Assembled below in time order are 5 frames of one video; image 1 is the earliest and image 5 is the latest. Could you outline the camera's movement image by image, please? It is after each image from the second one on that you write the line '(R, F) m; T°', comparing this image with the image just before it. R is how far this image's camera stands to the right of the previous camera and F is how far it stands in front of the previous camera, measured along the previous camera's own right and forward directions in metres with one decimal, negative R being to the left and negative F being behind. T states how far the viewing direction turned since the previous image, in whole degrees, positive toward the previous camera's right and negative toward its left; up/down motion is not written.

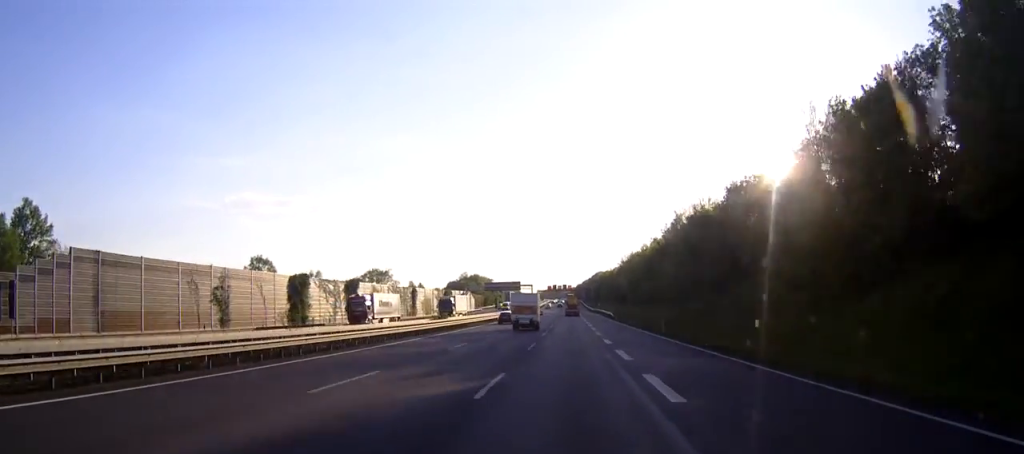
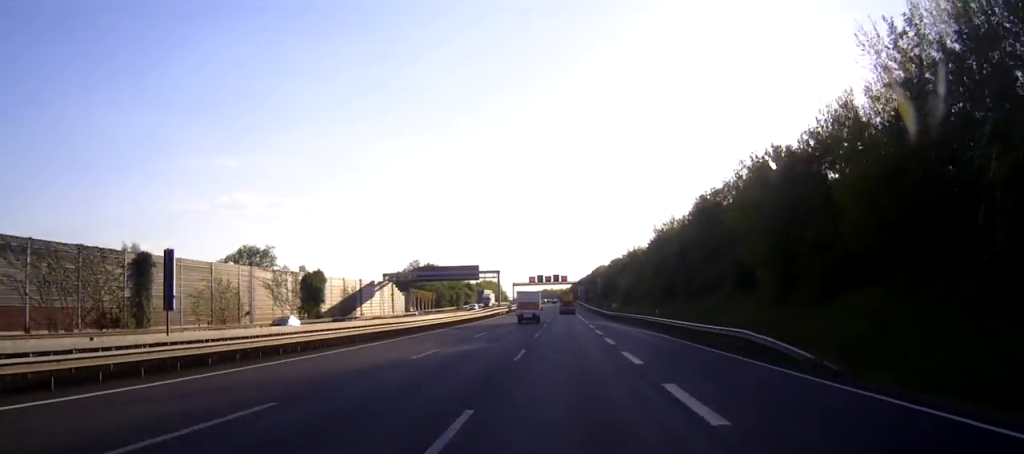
(0.0, +98.2) m; 0°
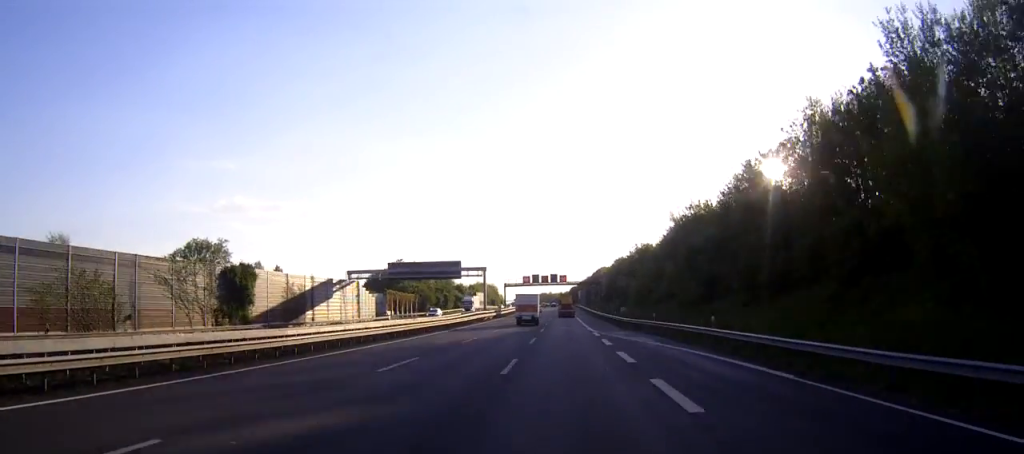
(0.0, +22.1) m; 0°
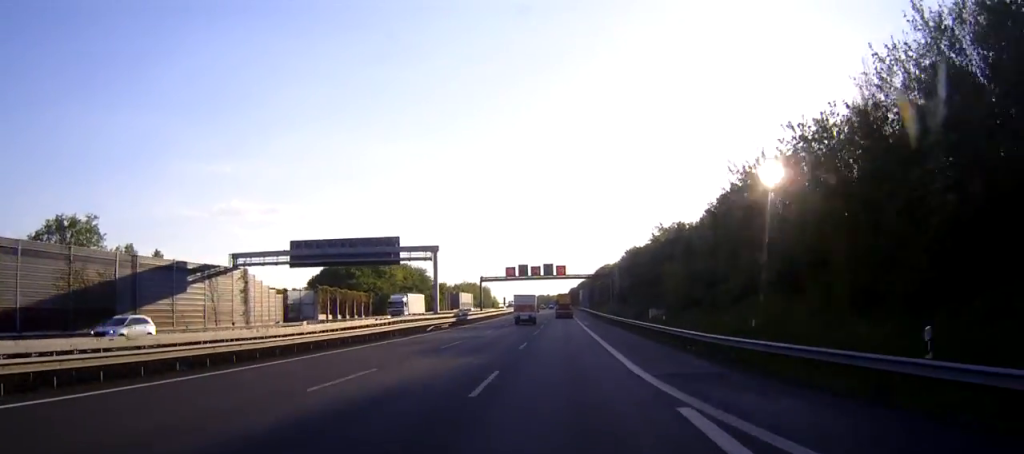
(+0.2, +41.2) m; 0°
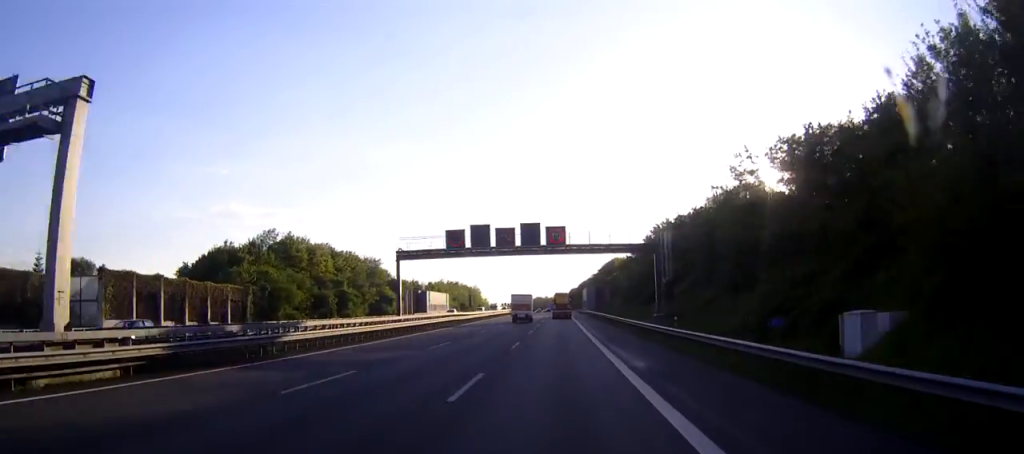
(-0.1, +54.7) m; 0°
